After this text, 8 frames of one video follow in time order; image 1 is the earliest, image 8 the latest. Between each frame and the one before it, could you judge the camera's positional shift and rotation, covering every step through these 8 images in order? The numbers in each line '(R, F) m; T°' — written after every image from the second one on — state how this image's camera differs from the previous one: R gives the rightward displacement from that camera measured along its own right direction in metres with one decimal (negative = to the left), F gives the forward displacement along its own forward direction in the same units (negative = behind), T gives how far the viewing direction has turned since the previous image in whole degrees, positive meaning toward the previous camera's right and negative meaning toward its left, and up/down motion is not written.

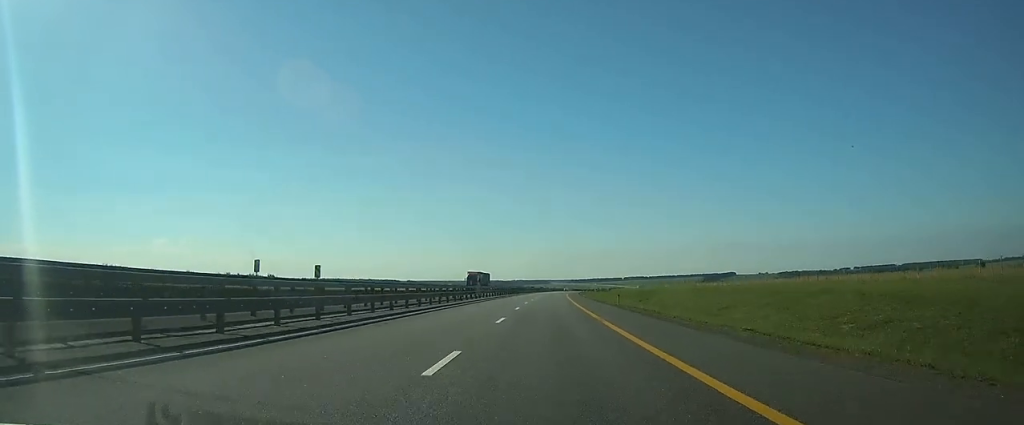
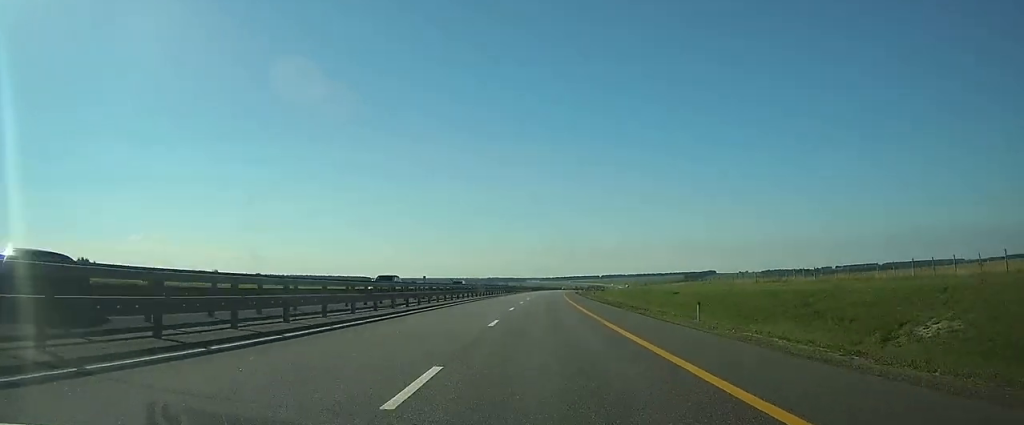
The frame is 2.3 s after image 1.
(+1.4, +73.8) m; +2°
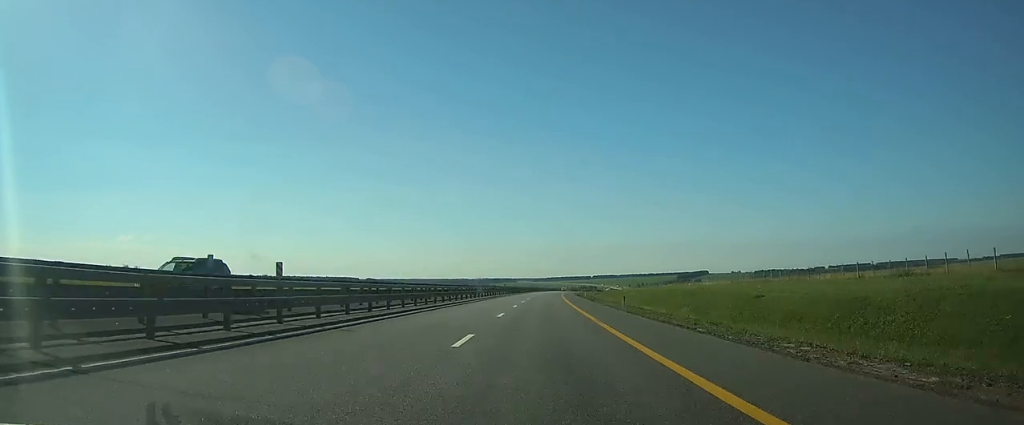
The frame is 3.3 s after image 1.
(+0.4, +29.8) m; +1°
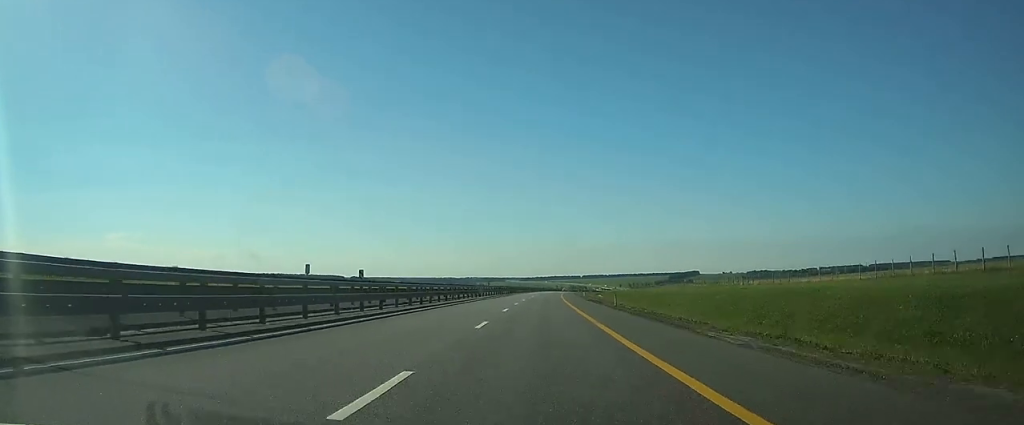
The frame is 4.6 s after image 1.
(+0.4, +42.8) m; +1°
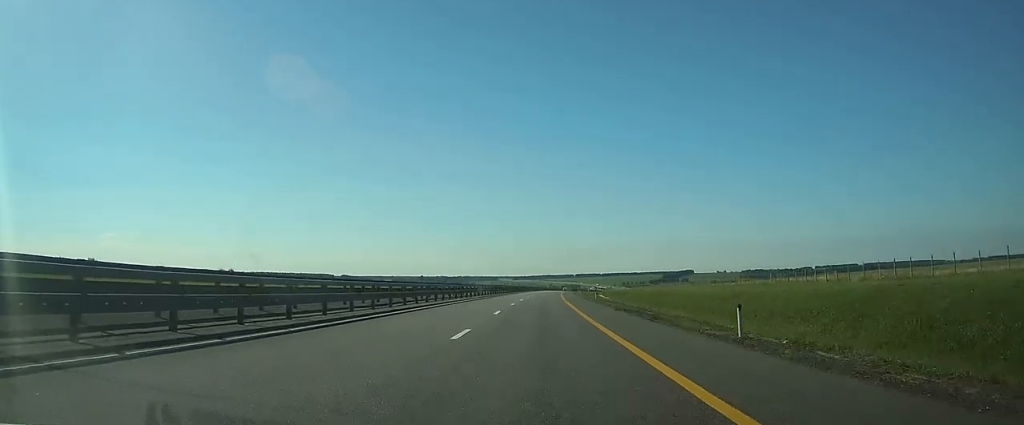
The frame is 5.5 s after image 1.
(+0.2, +27.9) m; +1°
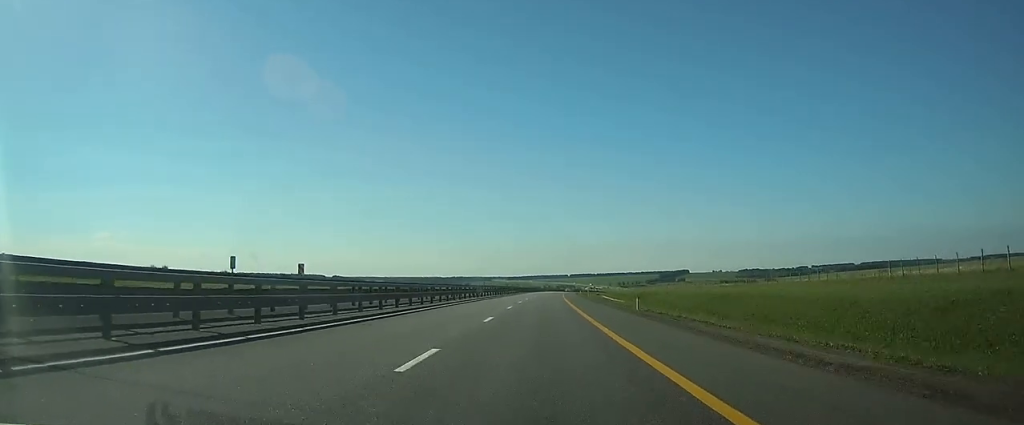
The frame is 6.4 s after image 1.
(+0.1, +29.0) m; +1°
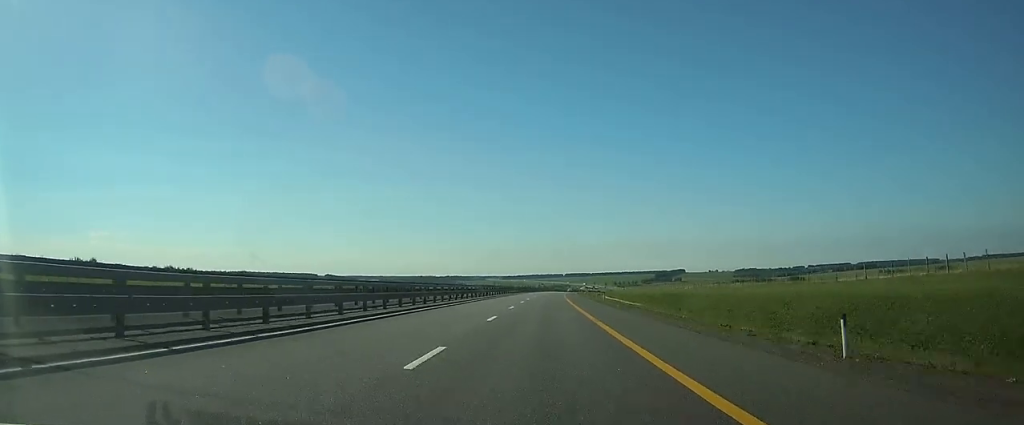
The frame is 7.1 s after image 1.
(+0.1, +23.6) m; +1°
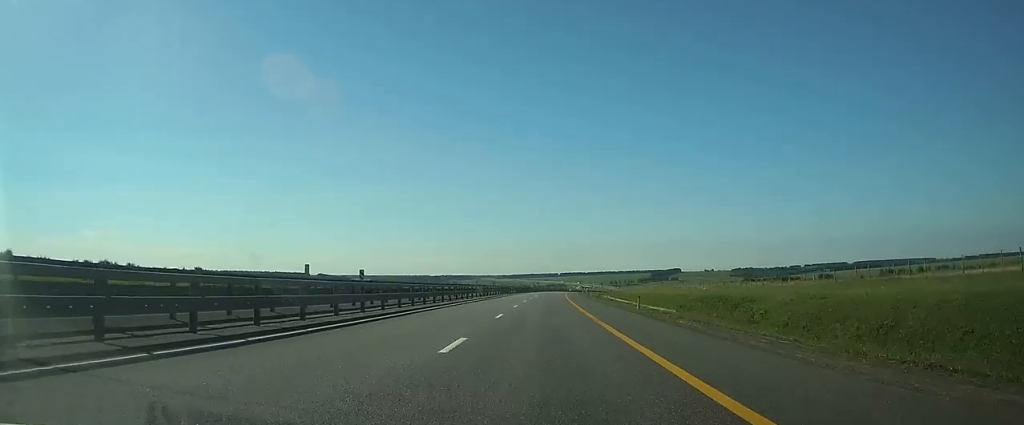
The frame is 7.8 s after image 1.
(+0.1, +21.5) m; +1°
